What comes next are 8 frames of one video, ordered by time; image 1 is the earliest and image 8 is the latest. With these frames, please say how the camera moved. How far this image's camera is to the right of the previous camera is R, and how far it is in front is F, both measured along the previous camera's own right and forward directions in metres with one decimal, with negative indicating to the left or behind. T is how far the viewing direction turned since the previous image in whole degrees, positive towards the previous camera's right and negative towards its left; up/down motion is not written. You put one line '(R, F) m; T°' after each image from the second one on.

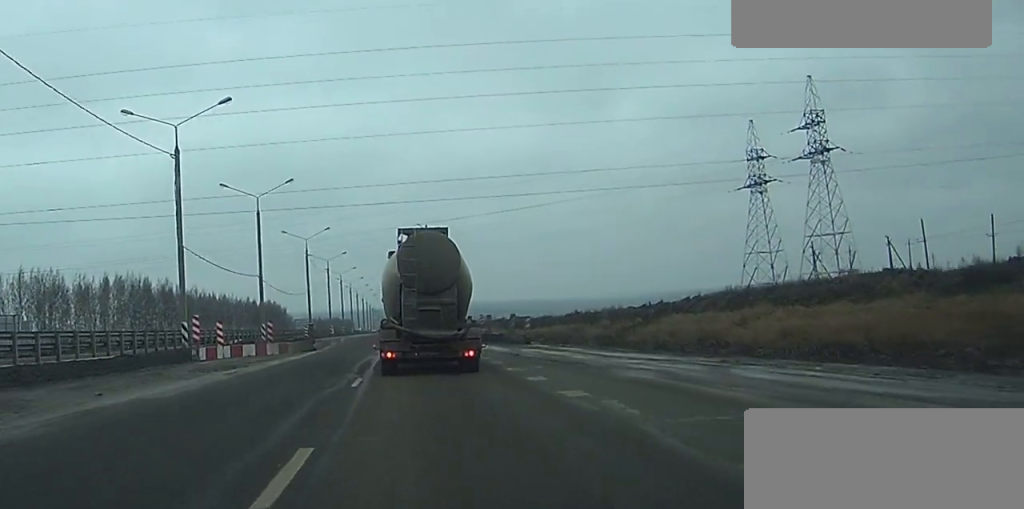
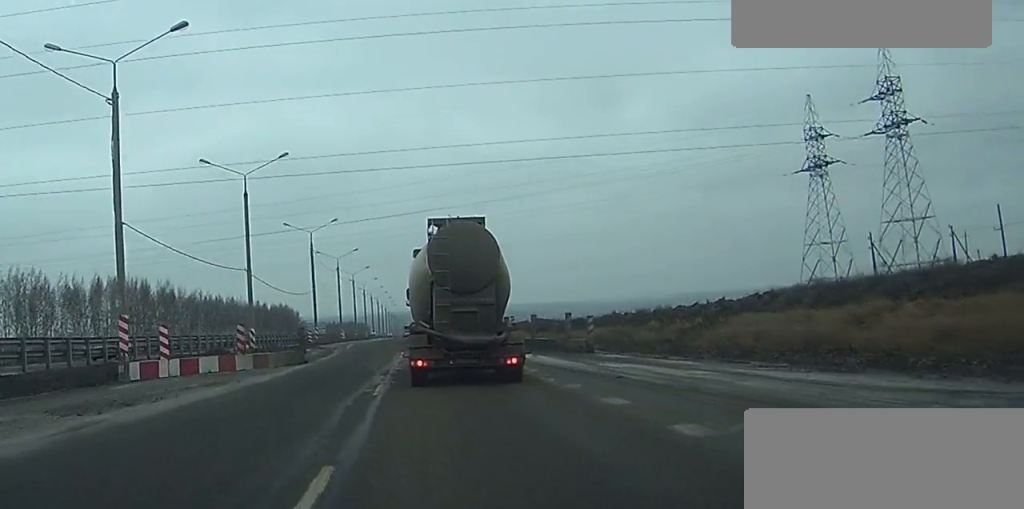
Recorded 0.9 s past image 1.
(+0.1, +17.2) m; 0°
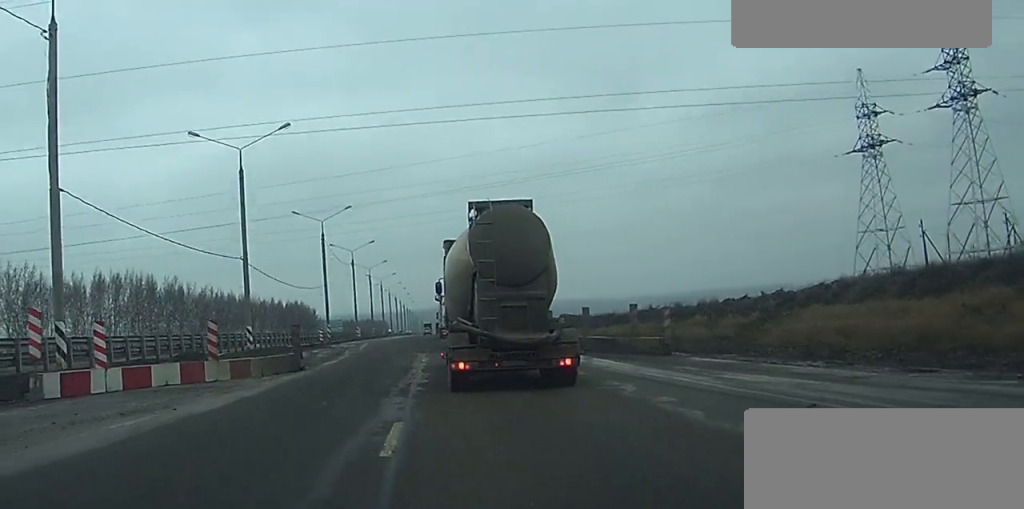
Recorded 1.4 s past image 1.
(-0.1, +10.3) m; -1°
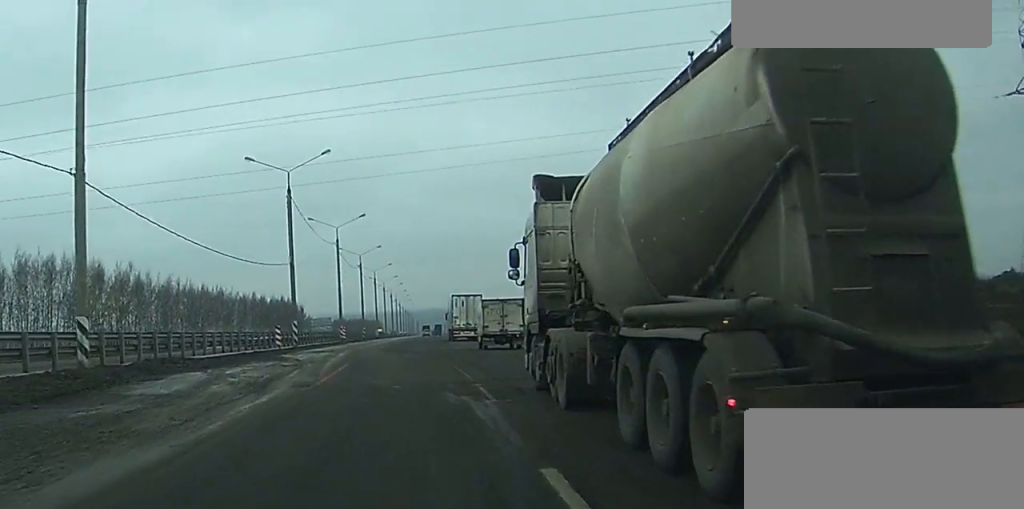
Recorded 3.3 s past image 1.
(-0.4, +30.7) m; -1°
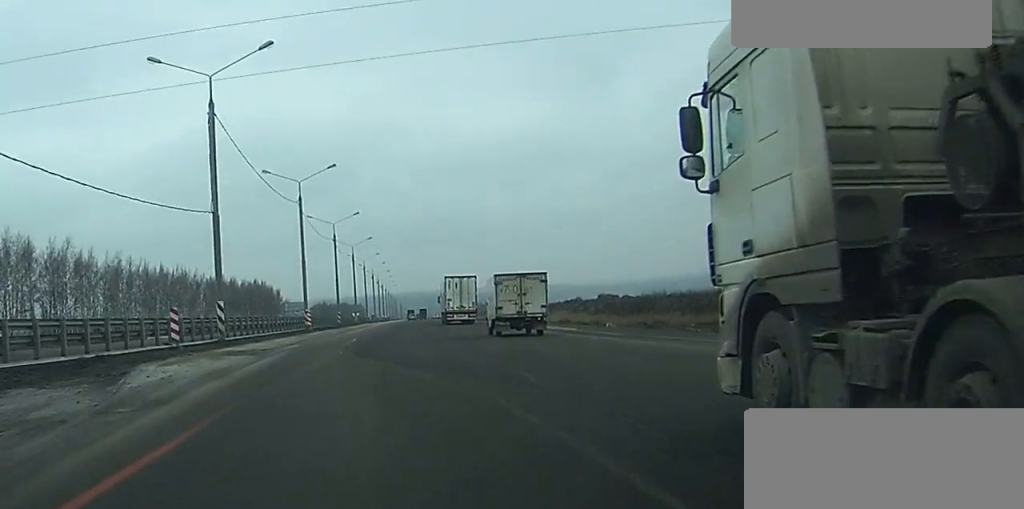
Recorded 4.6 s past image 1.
(+0.2, +21.6) m; +1°
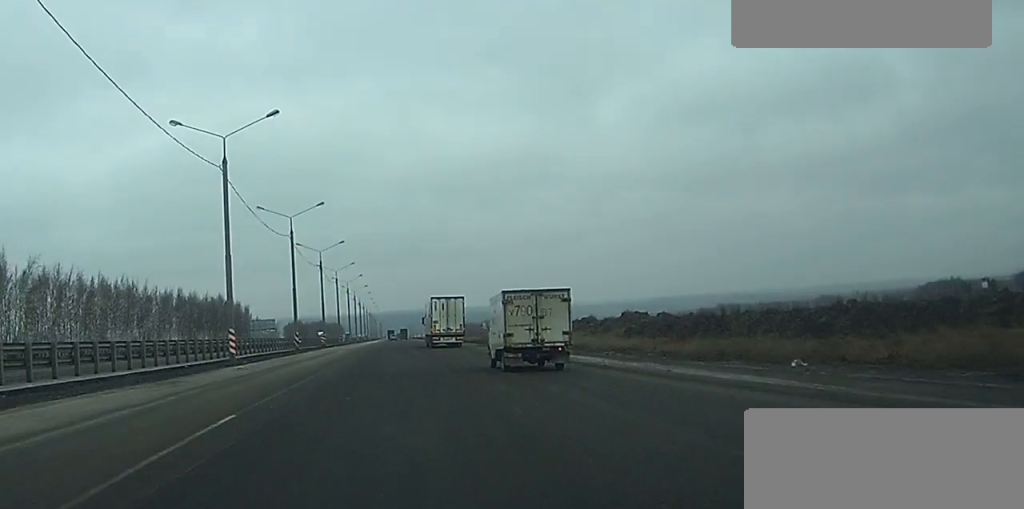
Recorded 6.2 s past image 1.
(+0.1, +25.1) m; +1°
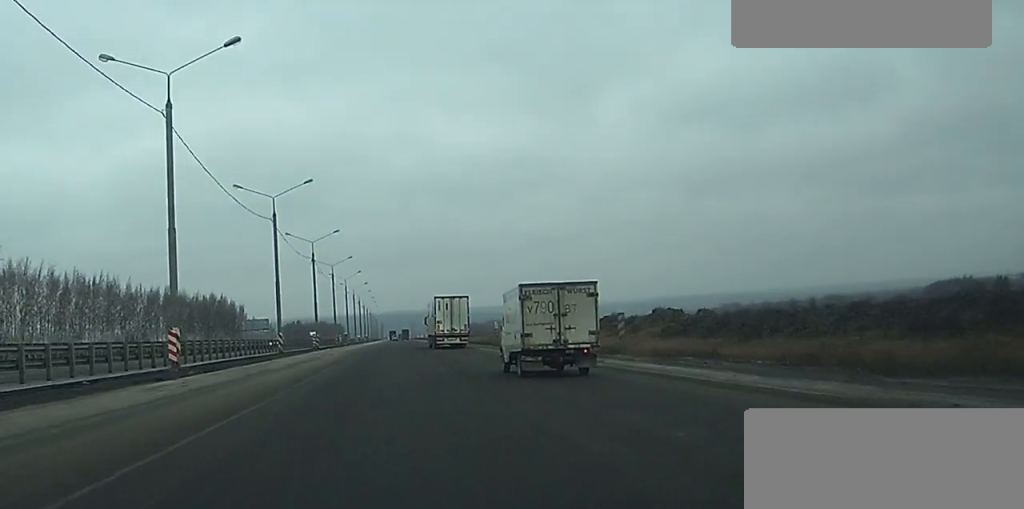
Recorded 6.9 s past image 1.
(0.0, +12.2) m; +1°
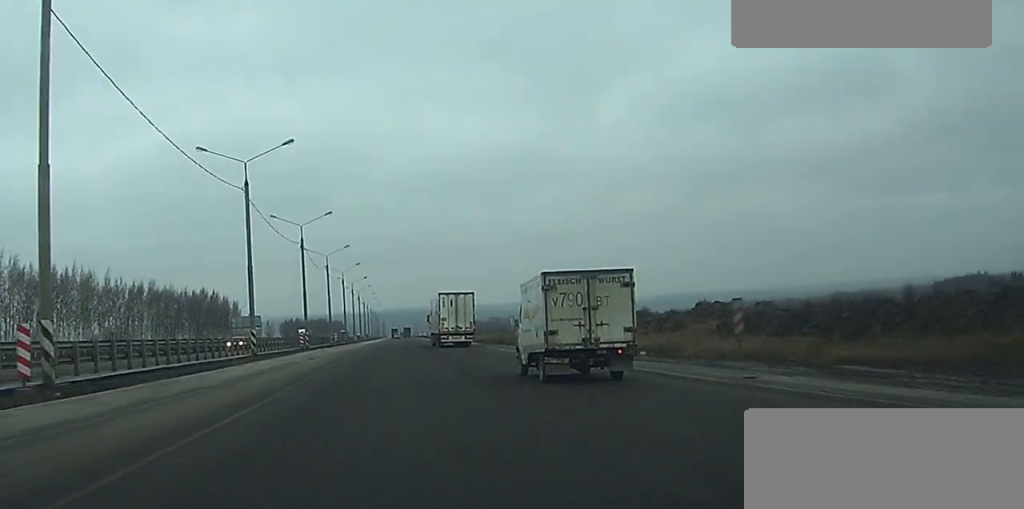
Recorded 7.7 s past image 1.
(+0.2, +13.1) m; +1°
